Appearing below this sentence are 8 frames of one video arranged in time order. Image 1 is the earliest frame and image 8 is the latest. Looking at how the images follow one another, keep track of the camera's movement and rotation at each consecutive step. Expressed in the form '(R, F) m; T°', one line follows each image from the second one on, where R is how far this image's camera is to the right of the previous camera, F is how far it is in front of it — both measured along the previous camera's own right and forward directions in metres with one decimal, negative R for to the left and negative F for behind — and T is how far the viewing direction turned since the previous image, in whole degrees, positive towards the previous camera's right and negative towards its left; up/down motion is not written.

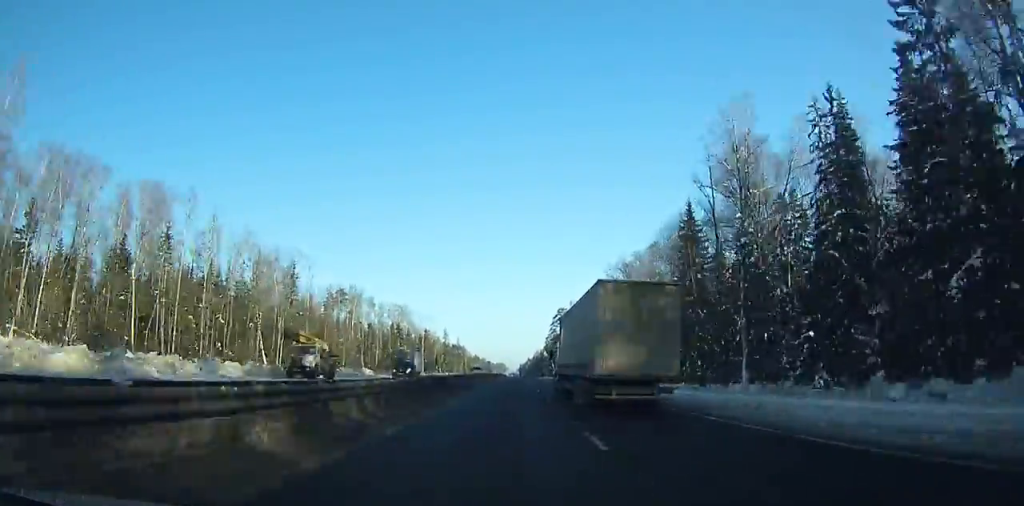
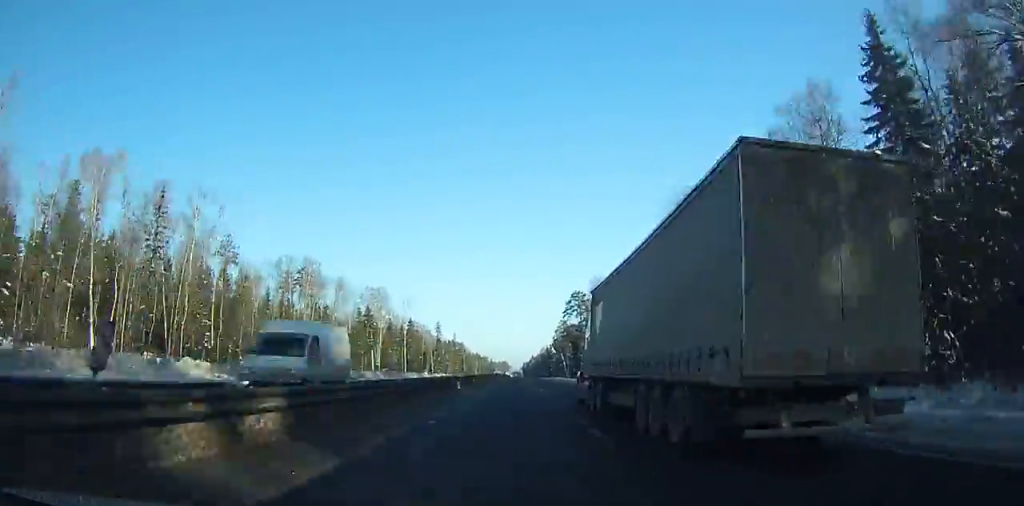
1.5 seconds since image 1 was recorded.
(+1.2, +49.2) m; +1°
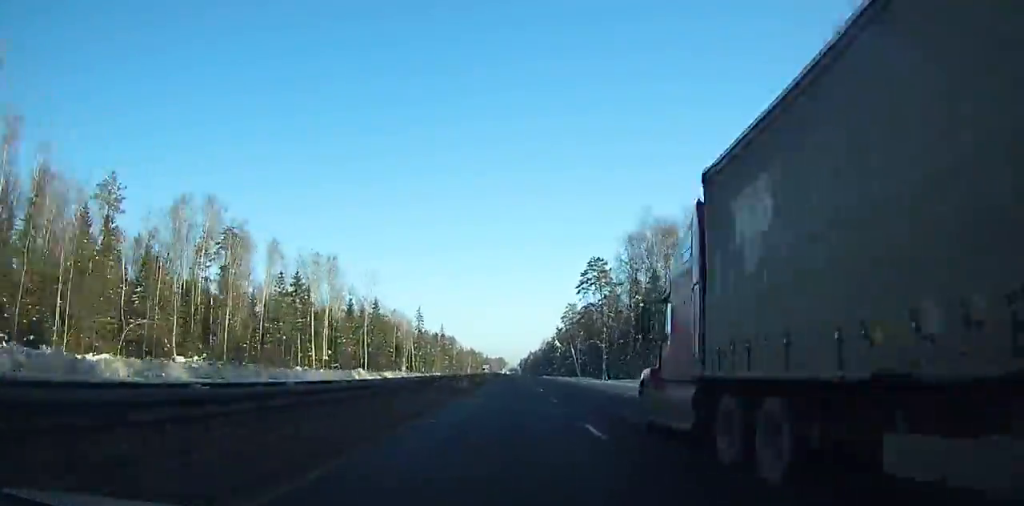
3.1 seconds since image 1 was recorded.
(-0.4, +53.1) m; 0°
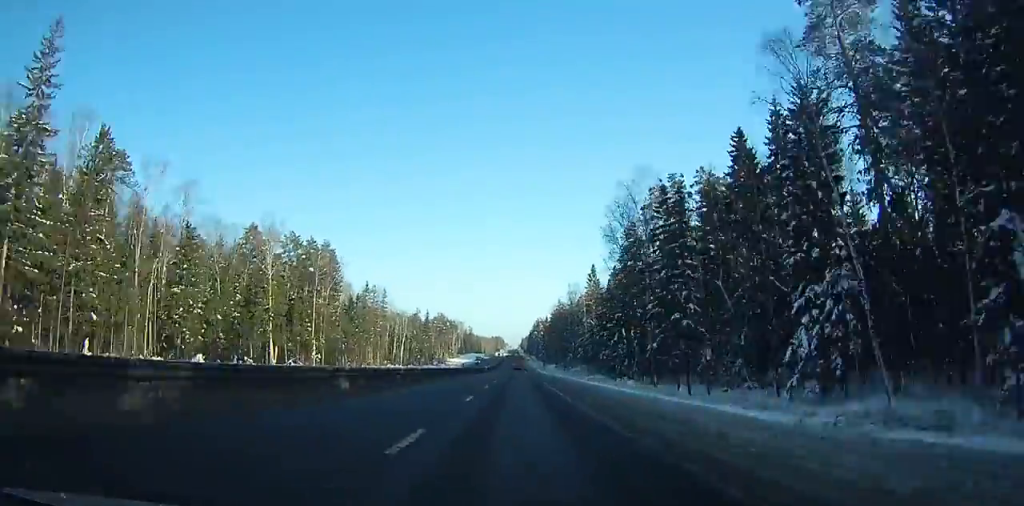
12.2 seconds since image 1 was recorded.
(-0.9, +290.8) m; -1°
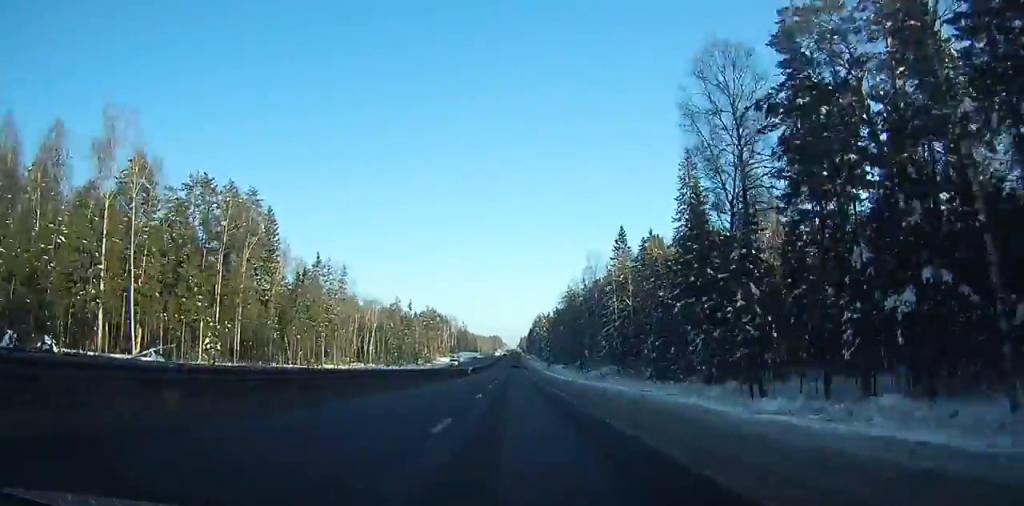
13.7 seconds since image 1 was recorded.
(-0.1, +46.0) m; 0°
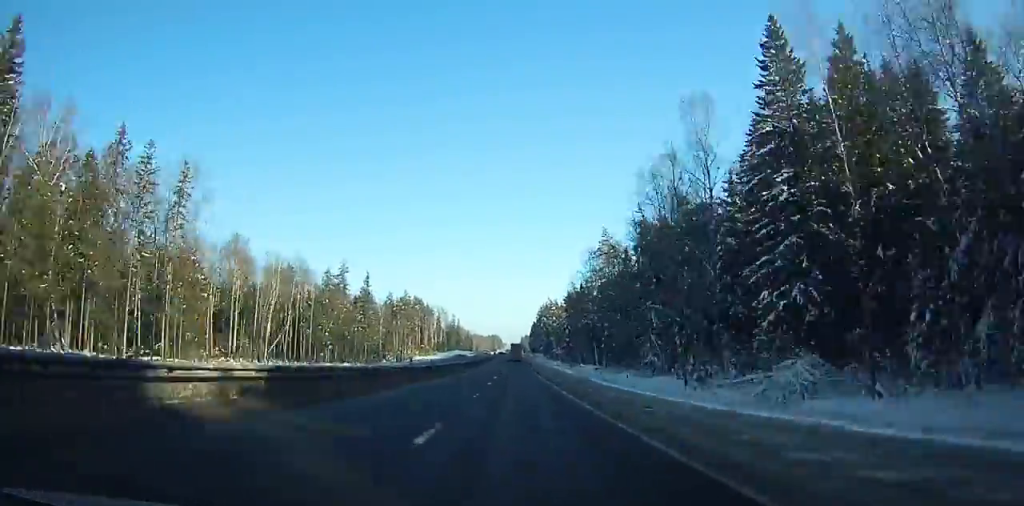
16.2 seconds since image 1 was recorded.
(0.0, +75.1) m; 0°
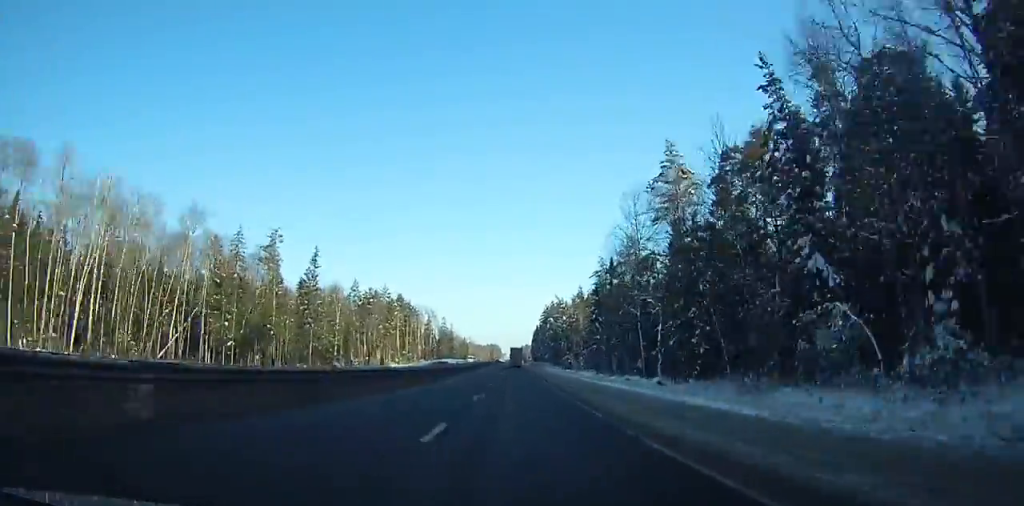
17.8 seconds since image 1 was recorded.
(0.0, +47.3) m; 0°
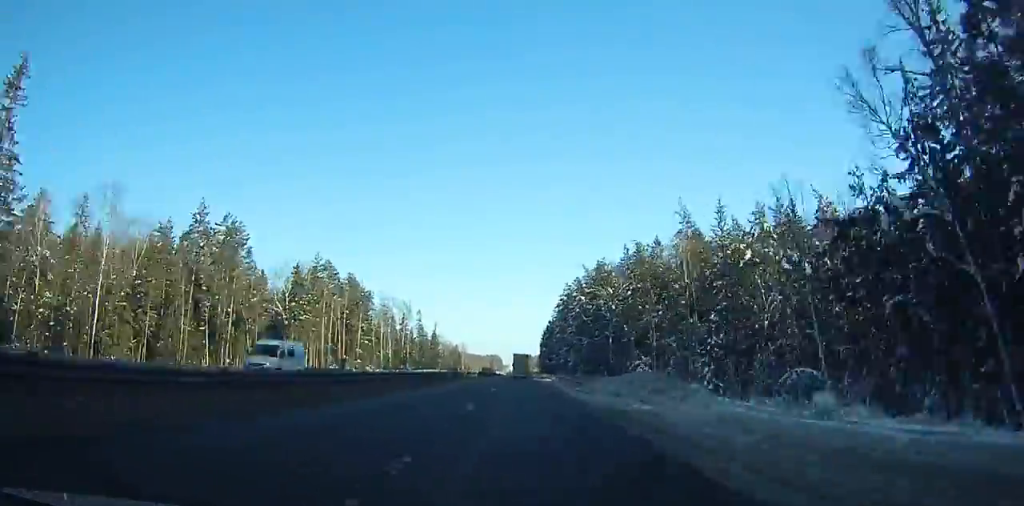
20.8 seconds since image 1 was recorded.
(0.0, +87.2) m; 0°
